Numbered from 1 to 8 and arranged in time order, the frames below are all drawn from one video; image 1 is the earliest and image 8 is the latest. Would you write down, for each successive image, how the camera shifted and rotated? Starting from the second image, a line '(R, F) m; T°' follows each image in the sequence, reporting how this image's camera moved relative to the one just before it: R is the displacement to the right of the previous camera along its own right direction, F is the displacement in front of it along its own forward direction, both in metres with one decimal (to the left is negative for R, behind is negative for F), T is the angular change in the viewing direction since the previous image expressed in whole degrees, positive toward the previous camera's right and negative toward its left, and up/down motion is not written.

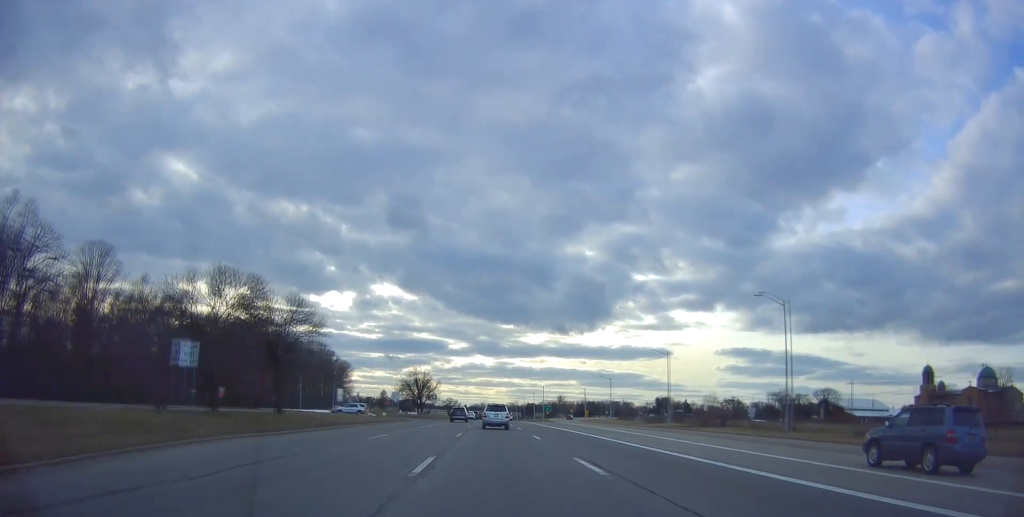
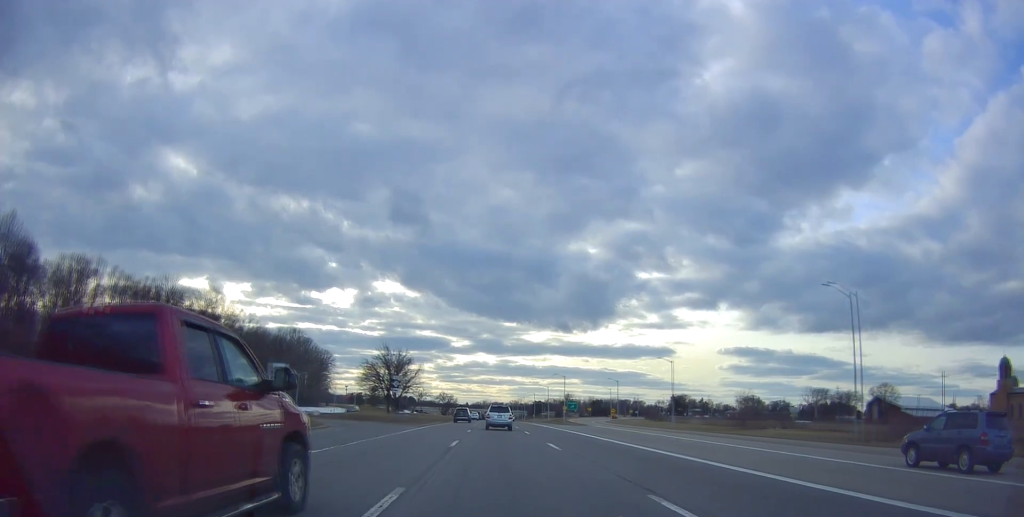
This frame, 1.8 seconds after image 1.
(+0.4, +38.7) m; +2°
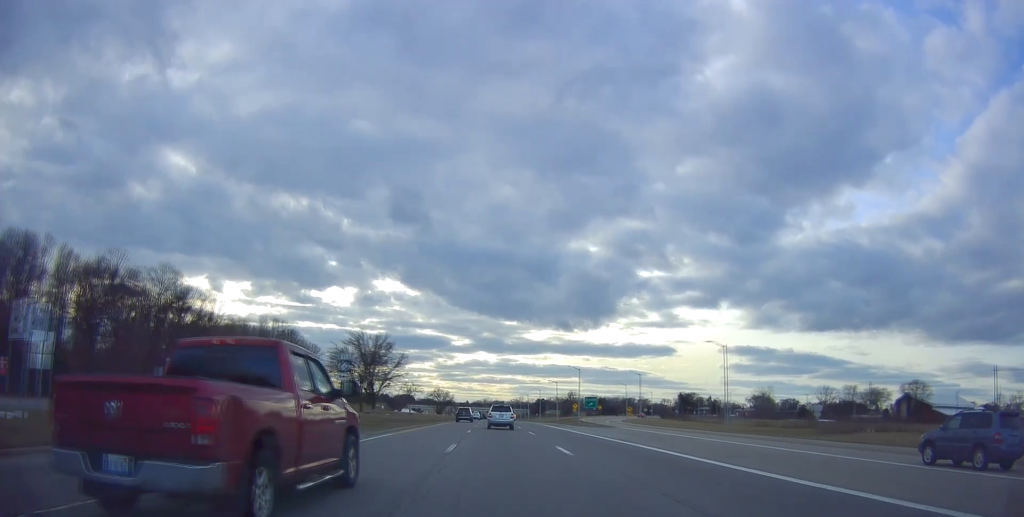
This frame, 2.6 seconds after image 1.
(0.0, +18.2) m; 0°
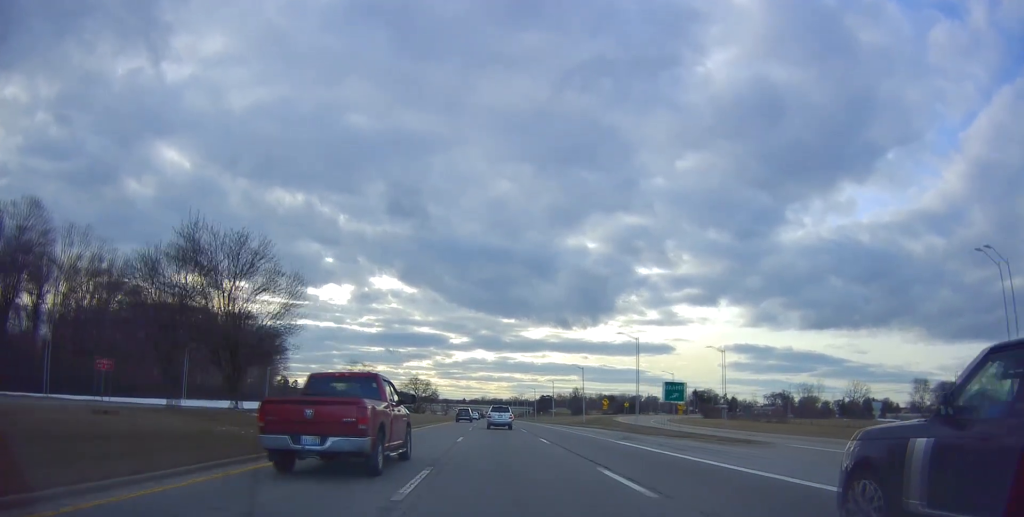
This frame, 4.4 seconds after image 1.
(-1.0, +39.8) m; -3°
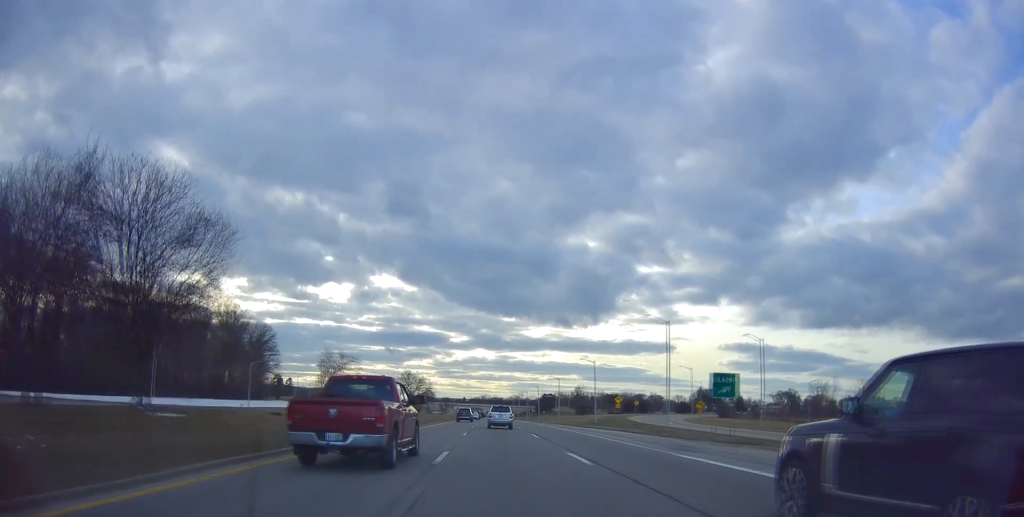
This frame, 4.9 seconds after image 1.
(0.0, +10.2) m; 0°
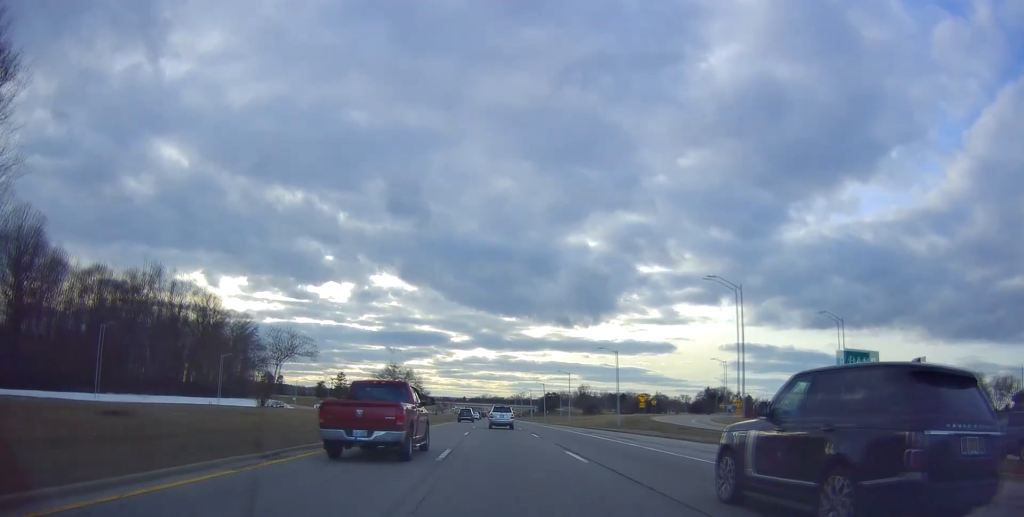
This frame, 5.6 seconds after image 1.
(-0.1, +14.5) m; +1°
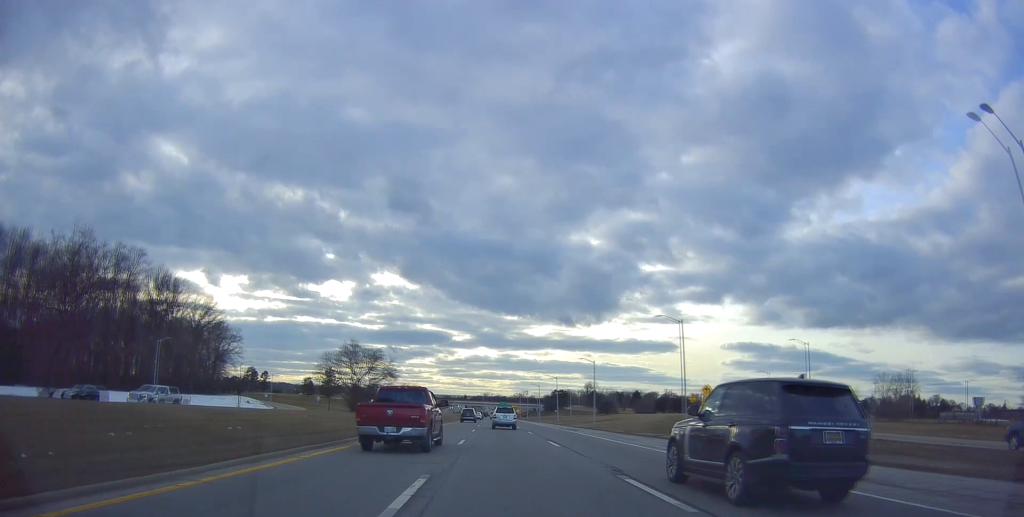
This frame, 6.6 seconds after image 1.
(+0.5, +23.5) m; 0°
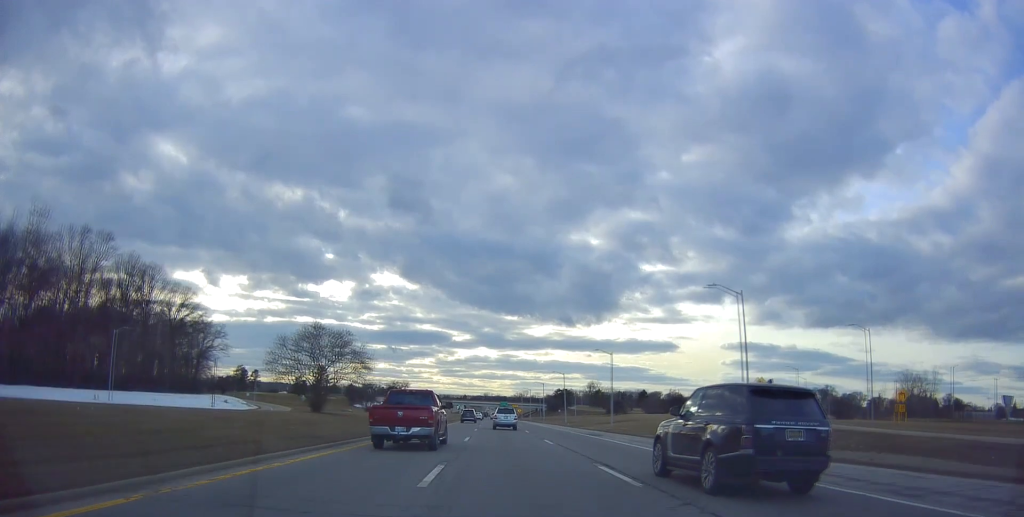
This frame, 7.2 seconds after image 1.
(-0.3, +12.0) m; 0°
